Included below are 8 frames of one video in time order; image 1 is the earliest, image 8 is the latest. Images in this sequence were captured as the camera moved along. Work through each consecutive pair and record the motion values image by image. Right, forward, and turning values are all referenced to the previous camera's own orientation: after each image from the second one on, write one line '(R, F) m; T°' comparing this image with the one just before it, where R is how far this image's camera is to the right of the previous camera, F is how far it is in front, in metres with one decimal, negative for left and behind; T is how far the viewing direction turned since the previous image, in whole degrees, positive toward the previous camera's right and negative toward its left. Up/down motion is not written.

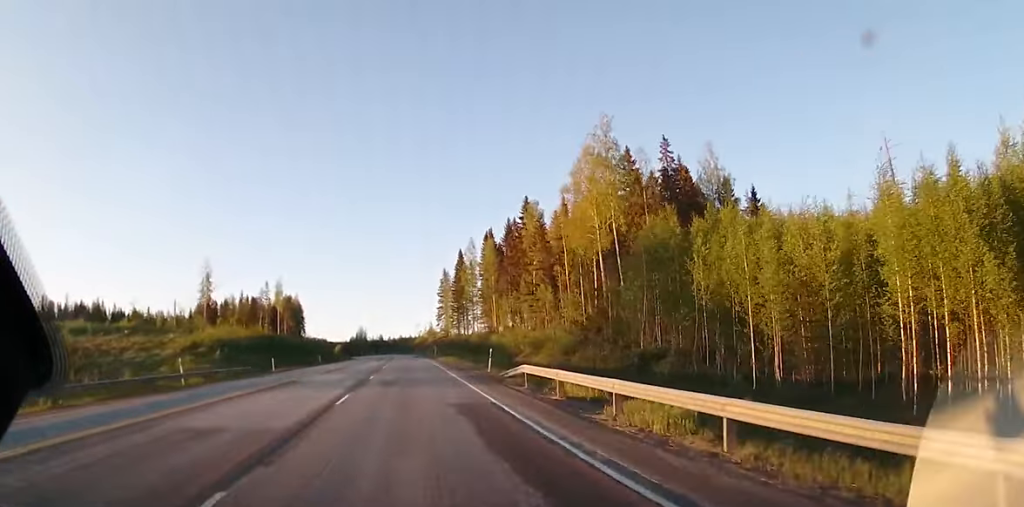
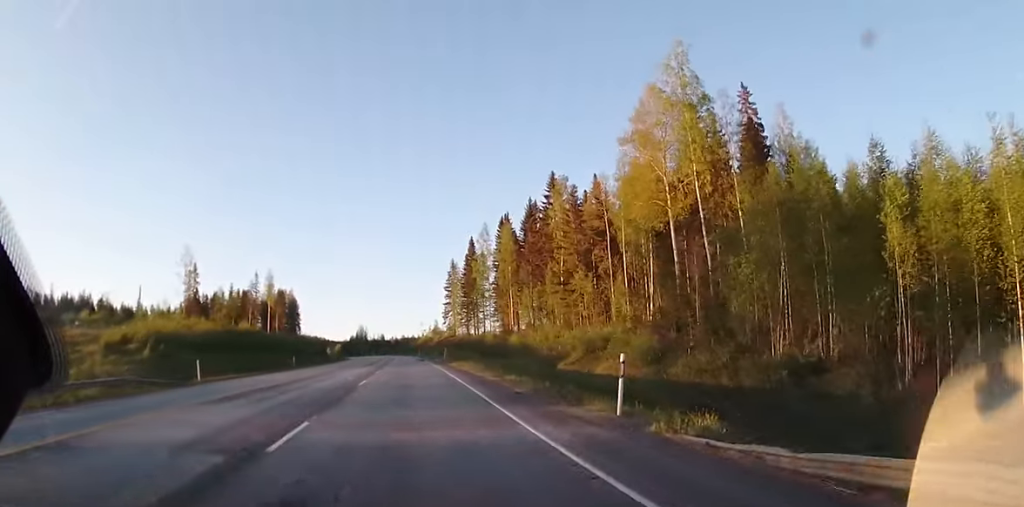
(0.0, +18.4) m; 0°
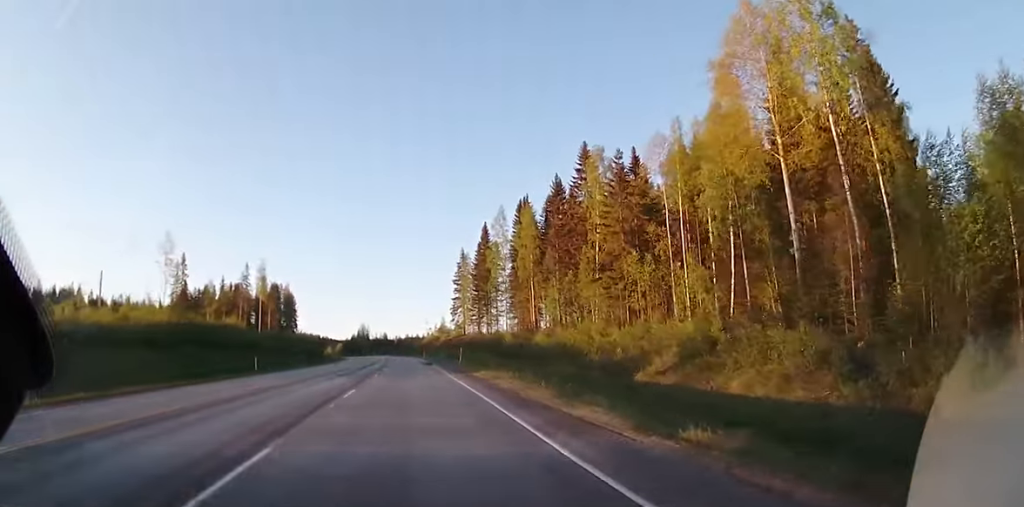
(0.0, +16.0) m; 0°
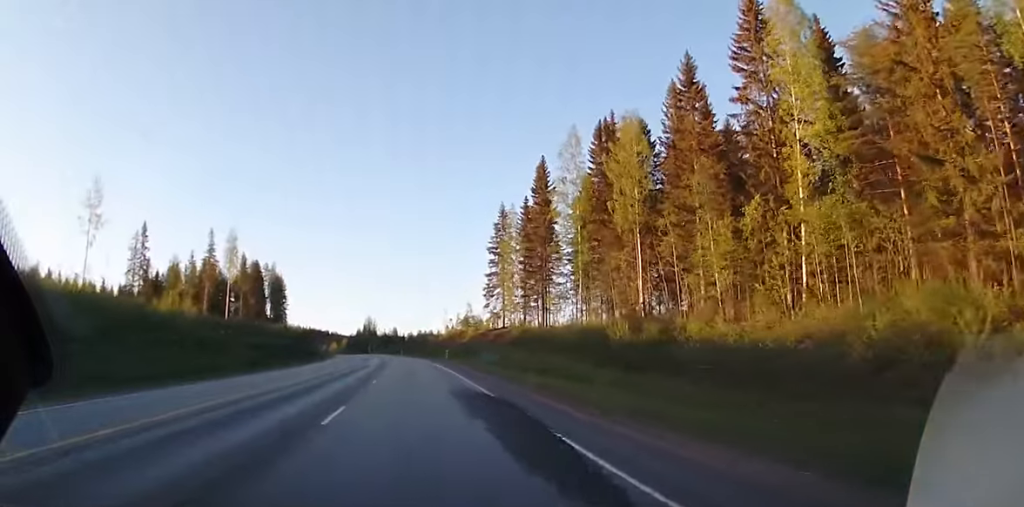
(-0.4, +41.5) m; -1°
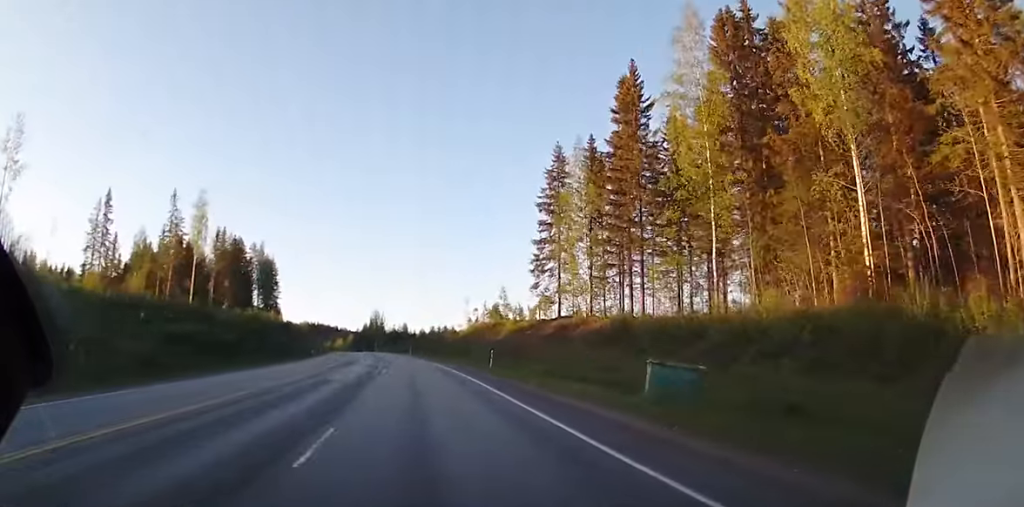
(-0.4, +28.4) m; -1°
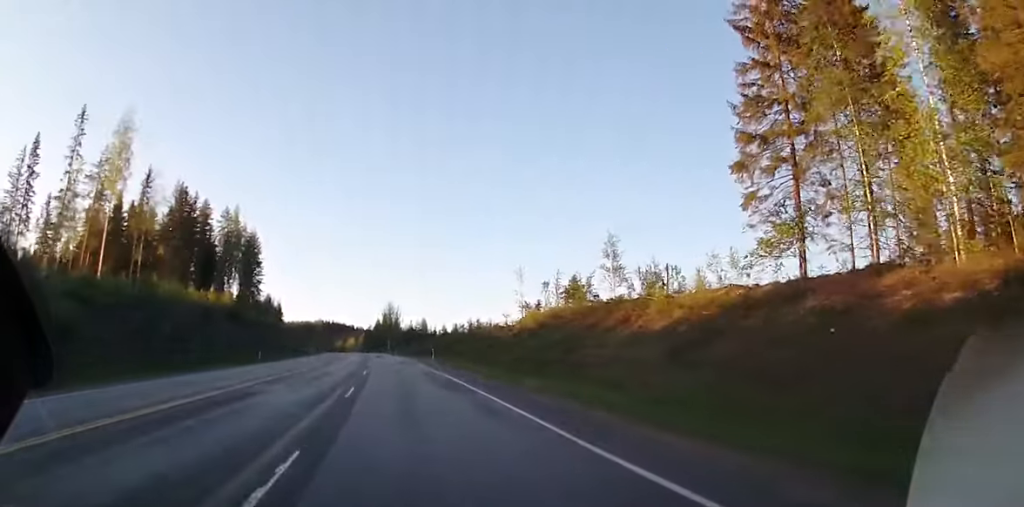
(-0.6, +38.0) m; -2°
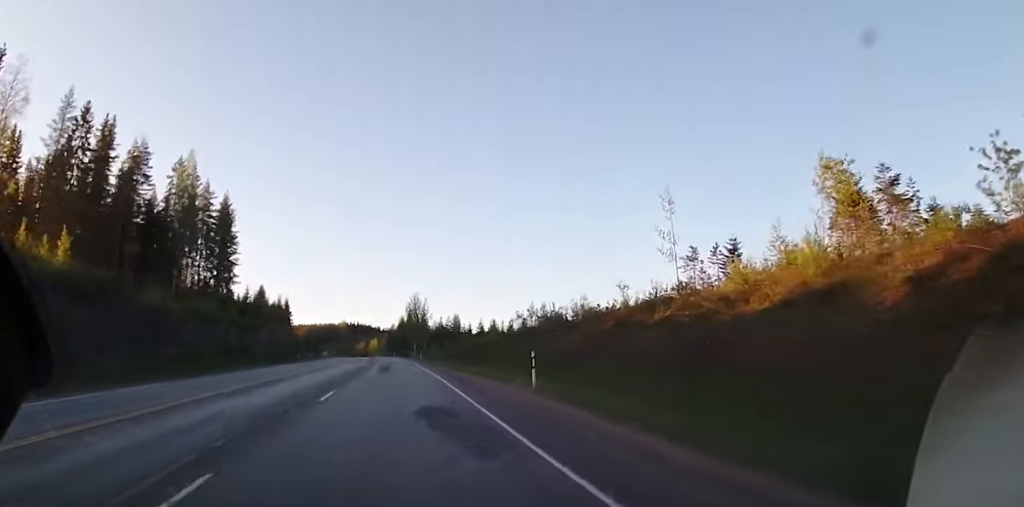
(-1.0, +36.5) m; -3°
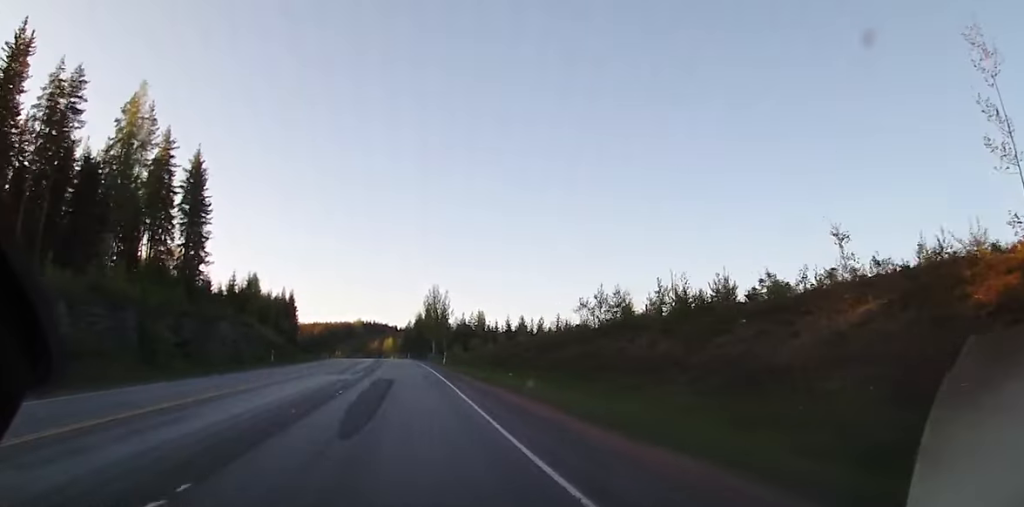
(-0.3, +21.9) m; -1°
